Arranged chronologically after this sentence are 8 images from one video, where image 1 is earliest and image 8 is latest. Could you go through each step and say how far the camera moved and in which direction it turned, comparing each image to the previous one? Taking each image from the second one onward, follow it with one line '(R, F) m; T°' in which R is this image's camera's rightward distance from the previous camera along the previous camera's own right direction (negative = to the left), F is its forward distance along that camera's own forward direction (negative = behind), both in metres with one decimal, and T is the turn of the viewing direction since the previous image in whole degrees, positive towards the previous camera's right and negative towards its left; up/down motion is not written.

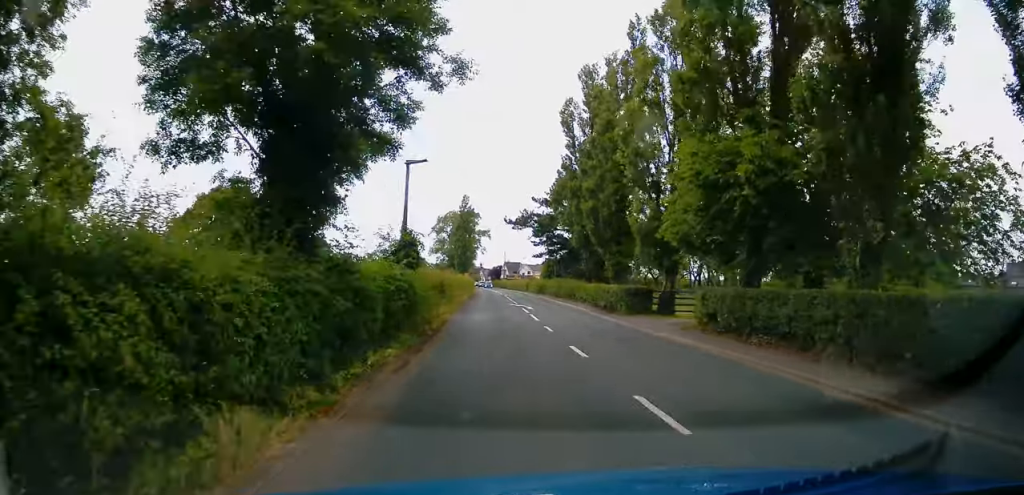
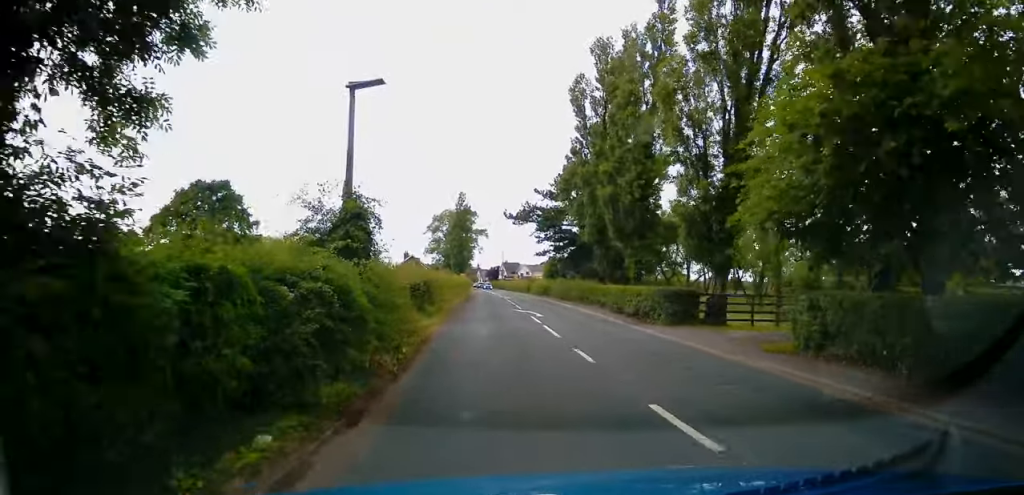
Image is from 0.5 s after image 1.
(+0.1, +6.4) m; +1°
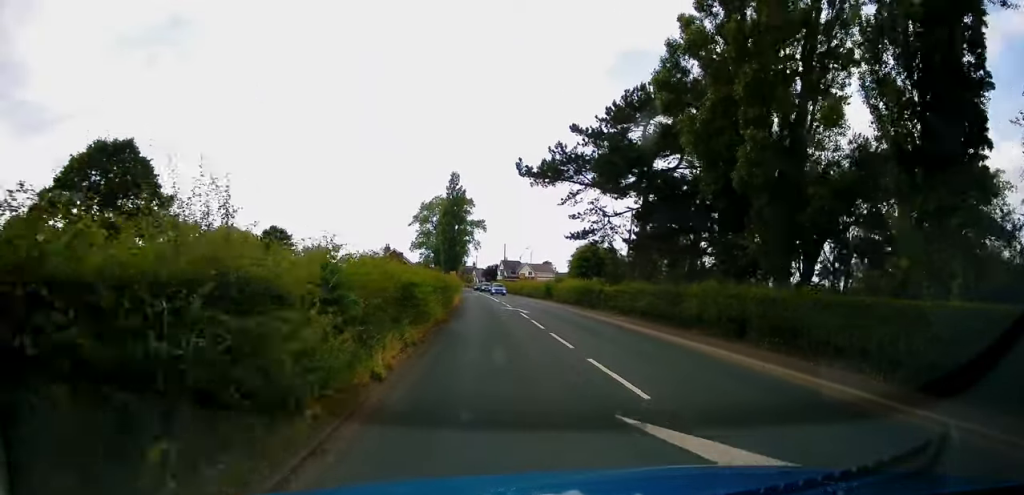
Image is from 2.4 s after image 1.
(0.0, +25.3) m; 0°
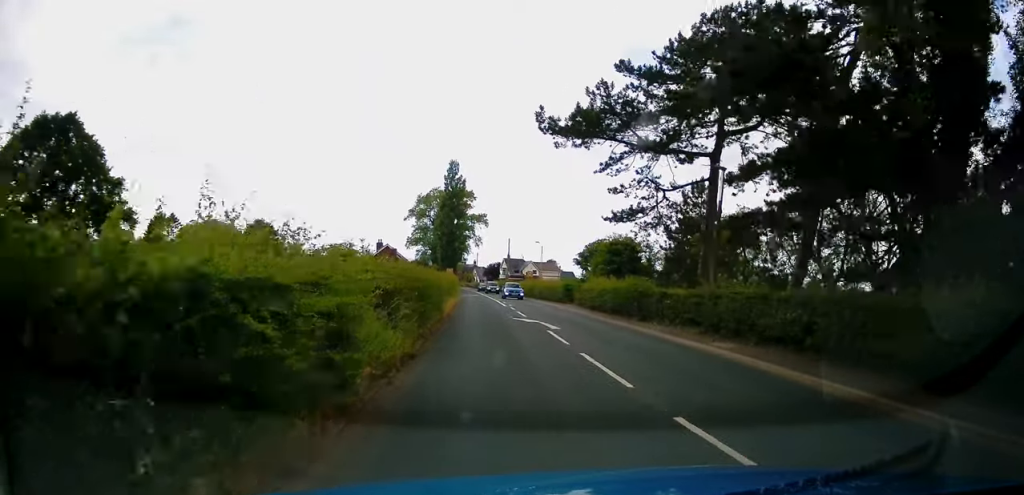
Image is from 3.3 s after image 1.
(-0.1, +11.0) m; 0°
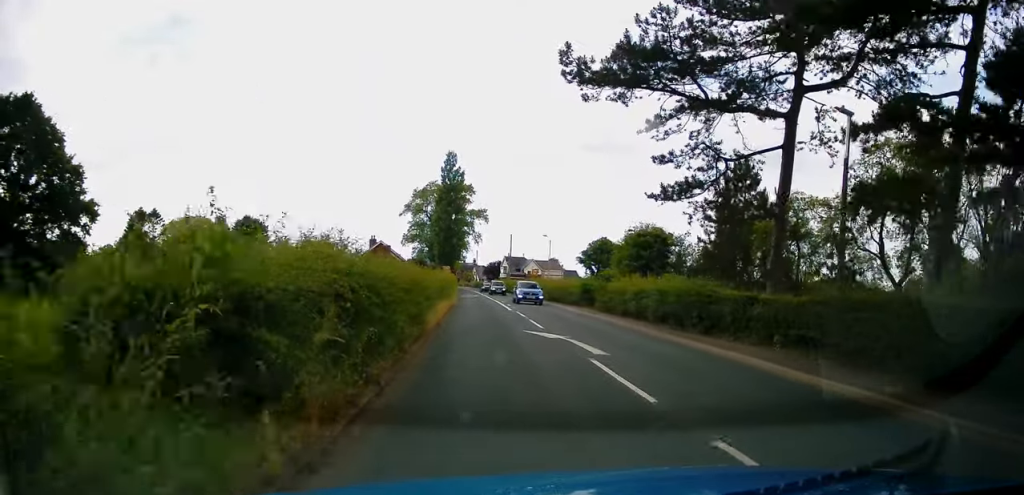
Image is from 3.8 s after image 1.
(+0.1, +7.1) m; 0°
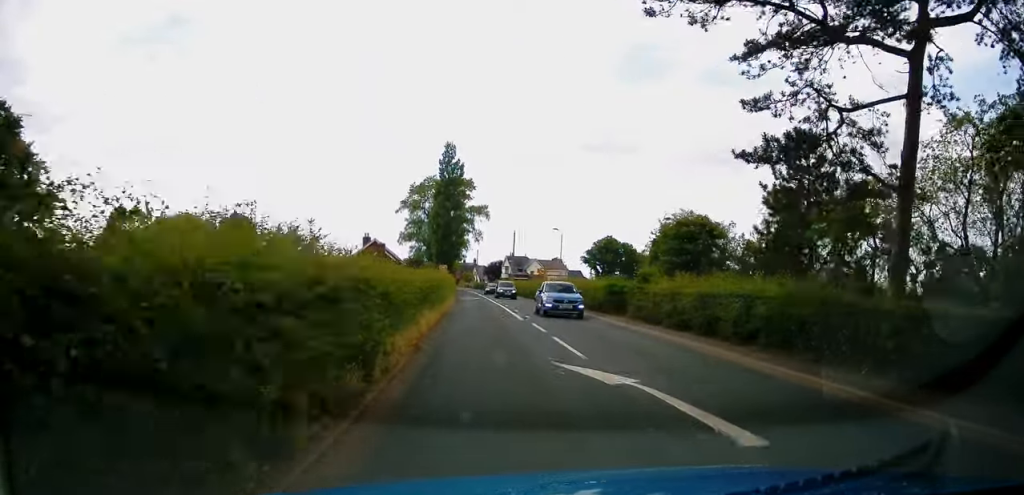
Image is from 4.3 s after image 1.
(0.0, +6.7) m; 0°
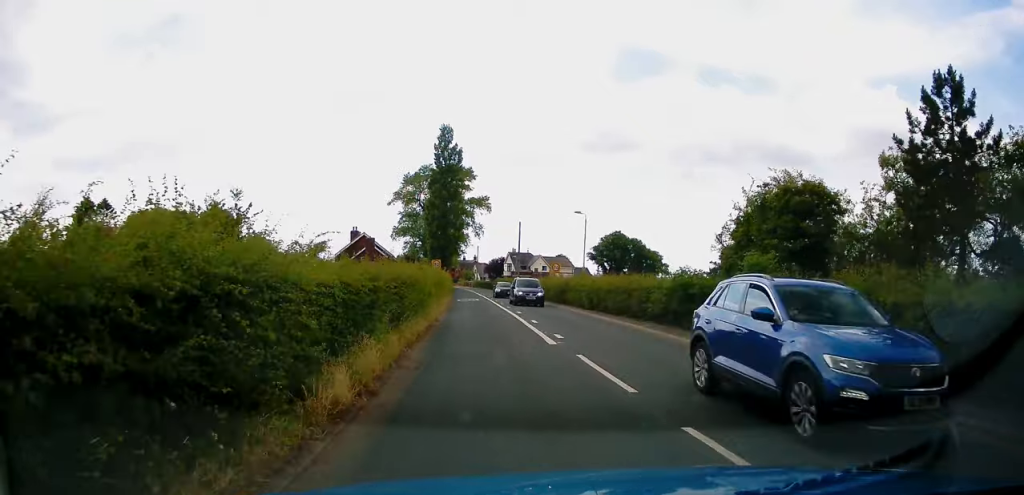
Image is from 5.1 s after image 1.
(-0.1, +10.0) m; 0°
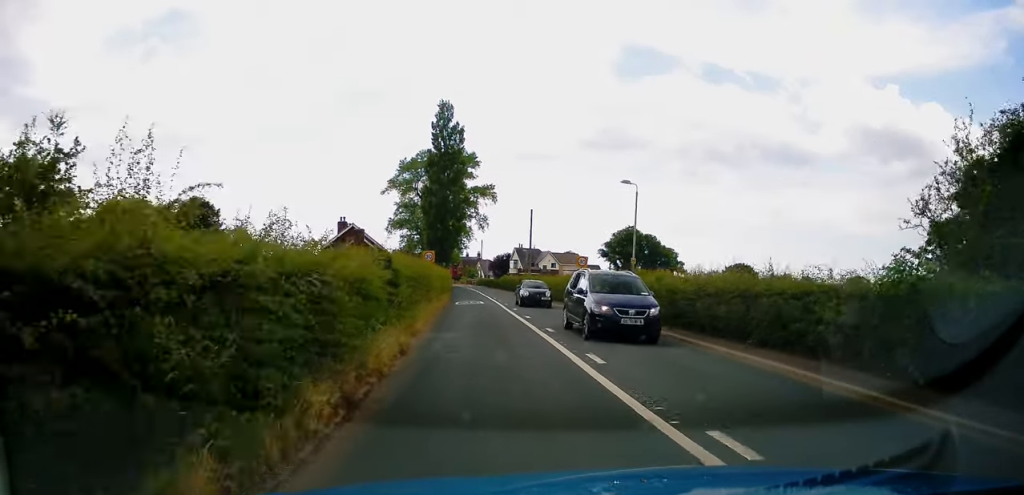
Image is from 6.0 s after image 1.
(+0.1, +10.7) m; 0°
